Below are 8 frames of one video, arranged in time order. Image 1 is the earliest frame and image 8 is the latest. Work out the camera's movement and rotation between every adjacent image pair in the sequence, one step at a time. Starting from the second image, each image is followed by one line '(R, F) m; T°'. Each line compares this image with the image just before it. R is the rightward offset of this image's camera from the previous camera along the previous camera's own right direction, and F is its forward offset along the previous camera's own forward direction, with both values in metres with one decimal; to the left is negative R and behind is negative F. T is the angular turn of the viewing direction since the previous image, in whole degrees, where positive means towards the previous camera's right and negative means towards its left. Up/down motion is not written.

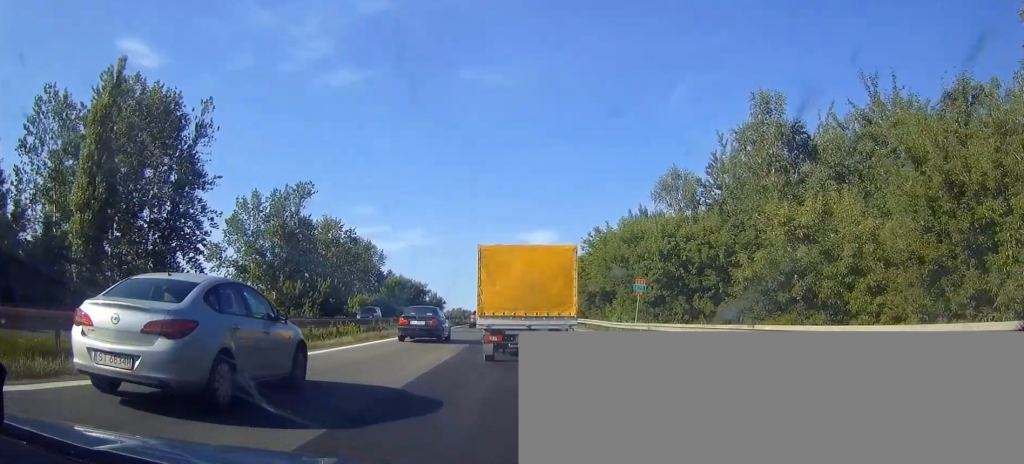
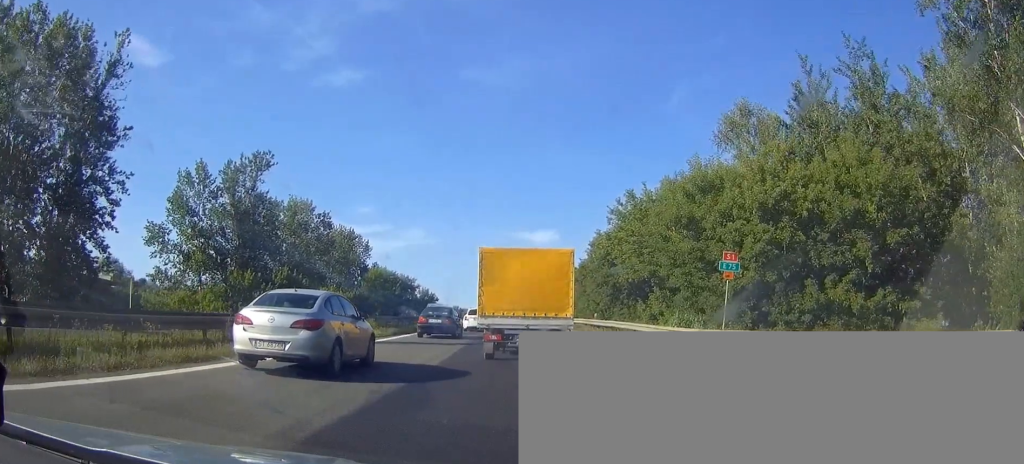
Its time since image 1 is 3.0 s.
(-0.9, +18.0) m; -4°
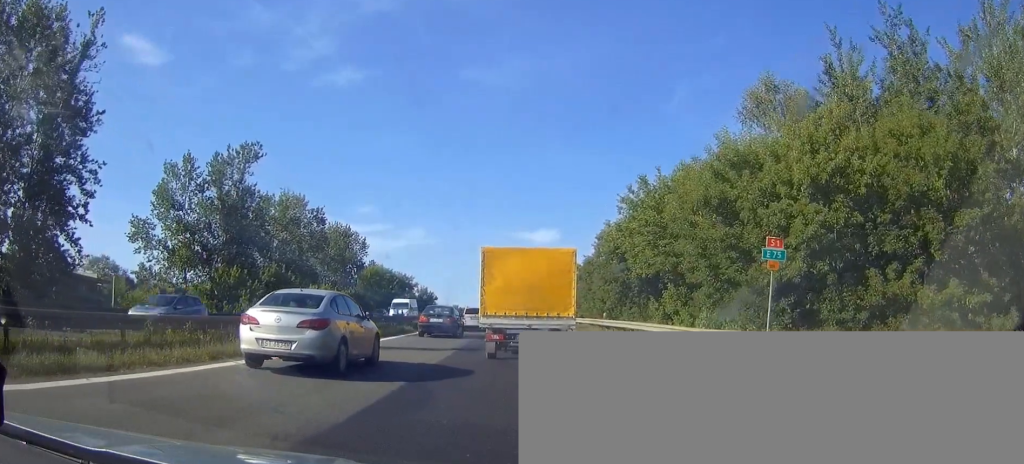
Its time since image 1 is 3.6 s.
(-0.1, +4.1) m; +1°
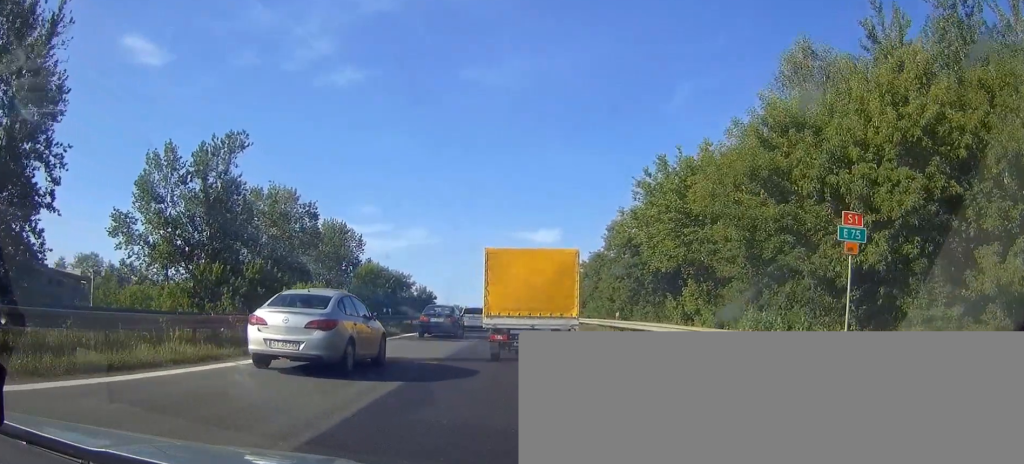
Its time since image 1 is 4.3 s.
(0.0, +4.7) m; +1°
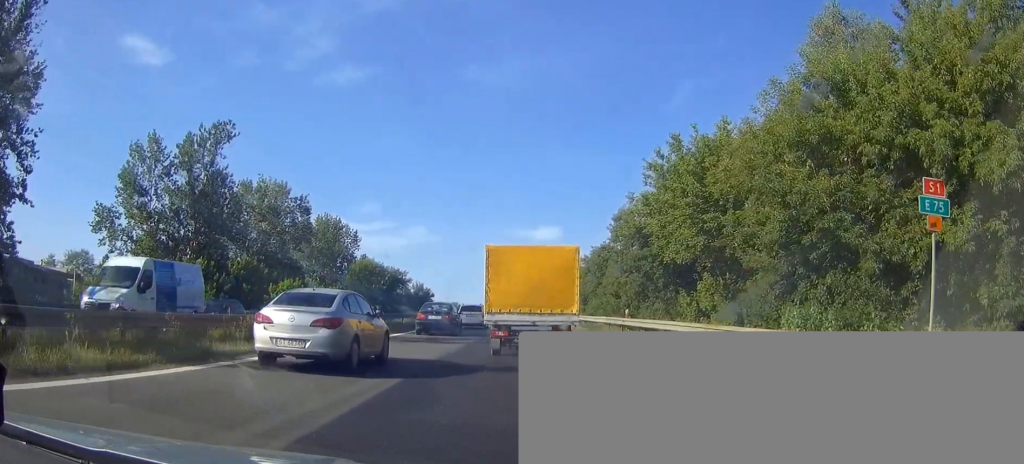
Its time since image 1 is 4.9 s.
(+0.2, +3.4) m; +1°
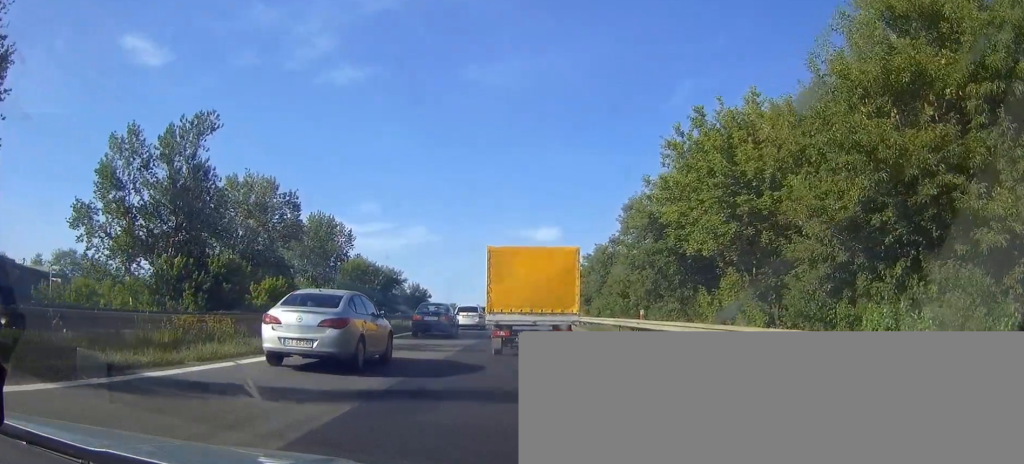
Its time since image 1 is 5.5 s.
(0.0, +4.2) m; -1°
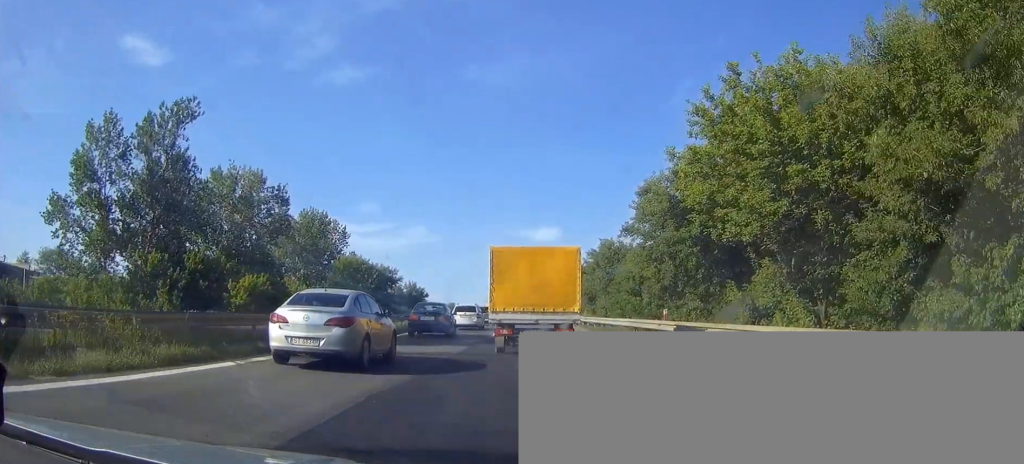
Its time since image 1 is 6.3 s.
(-0.1, +4.6) m; -1°
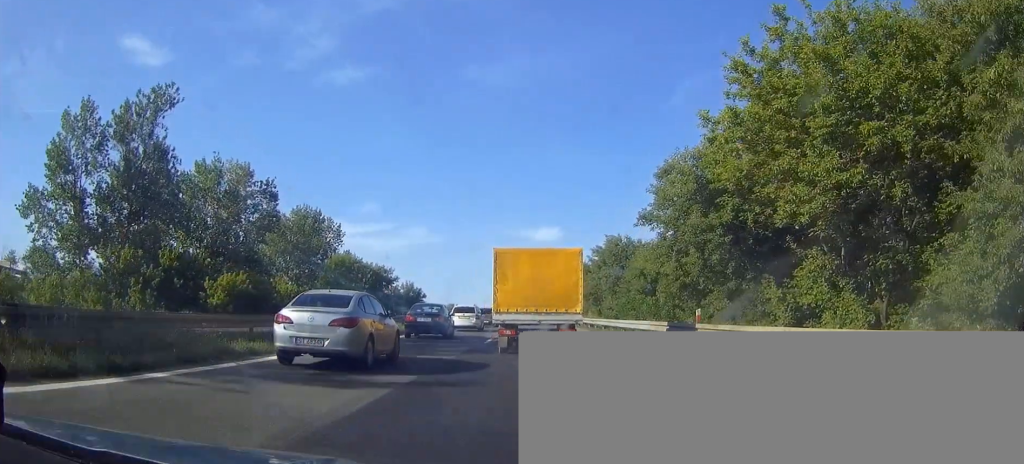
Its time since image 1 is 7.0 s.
(0.0, +4.4) m; -1°
